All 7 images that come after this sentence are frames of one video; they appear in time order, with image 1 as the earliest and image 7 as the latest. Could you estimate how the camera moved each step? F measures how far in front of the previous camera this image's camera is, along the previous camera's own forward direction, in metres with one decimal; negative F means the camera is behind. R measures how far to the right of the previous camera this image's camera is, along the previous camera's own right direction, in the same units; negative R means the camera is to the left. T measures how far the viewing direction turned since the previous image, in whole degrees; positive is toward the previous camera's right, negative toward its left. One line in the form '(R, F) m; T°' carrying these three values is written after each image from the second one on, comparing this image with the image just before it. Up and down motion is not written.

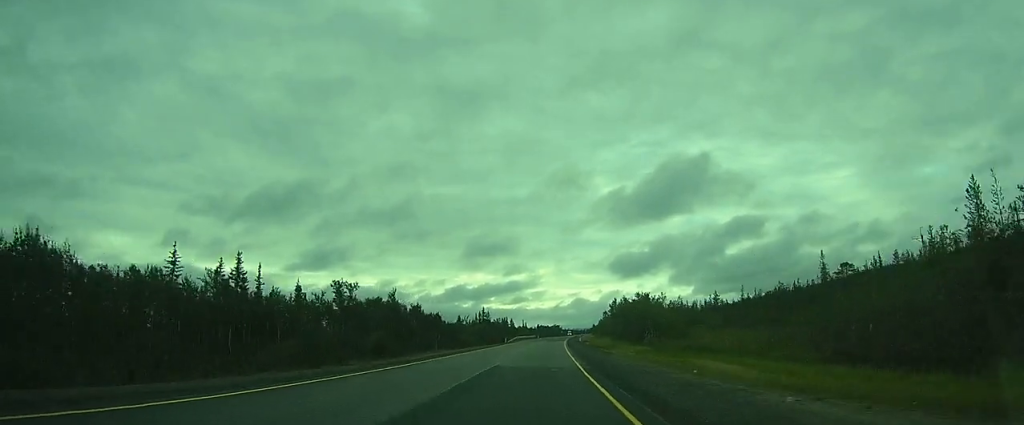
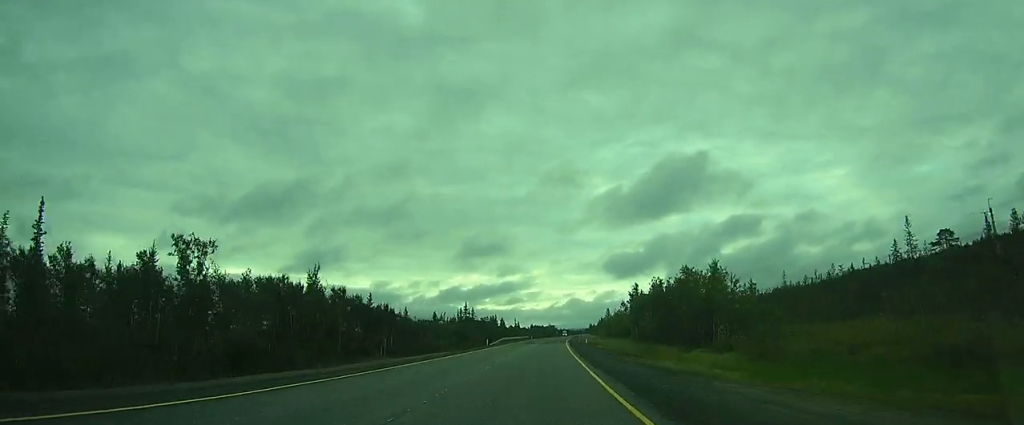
(+0.2, +23.6) m; +1°
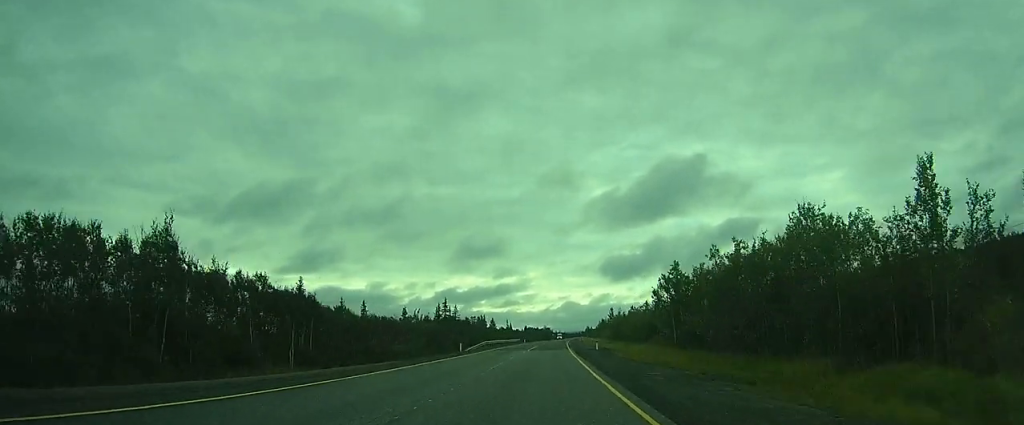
(+0.1, +19.6) m; 0°
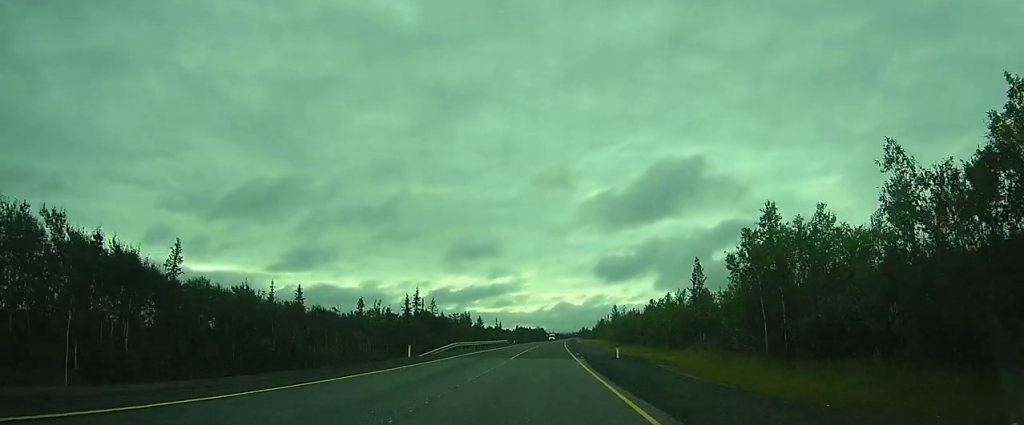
(0.0, +18.0) m; 0°
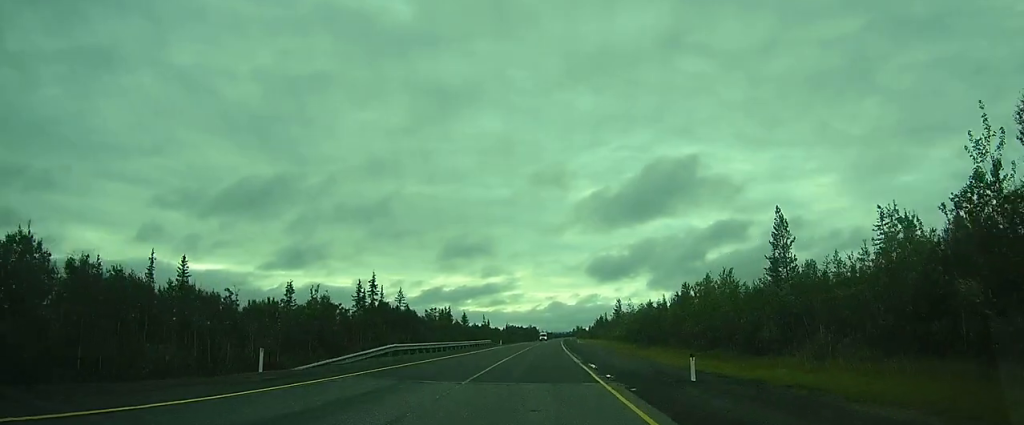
(0.0, +17.9) m; 0°
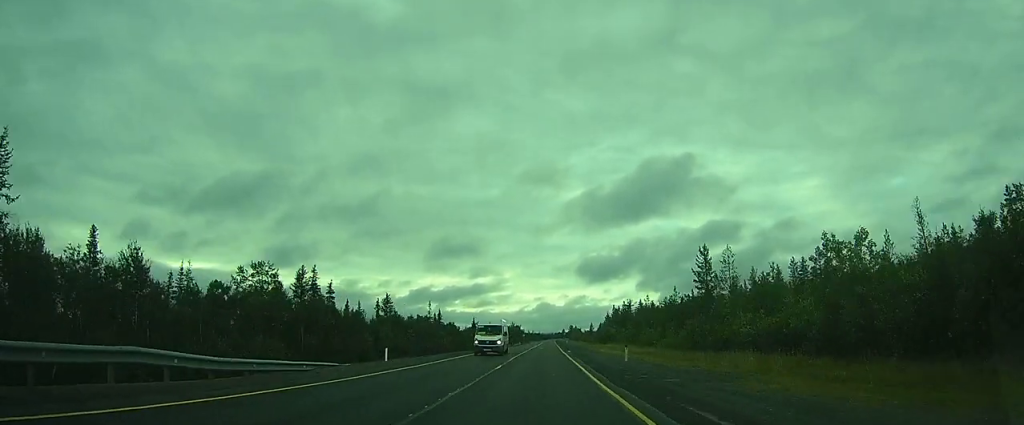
(+0.8, +62.1) m; +2°
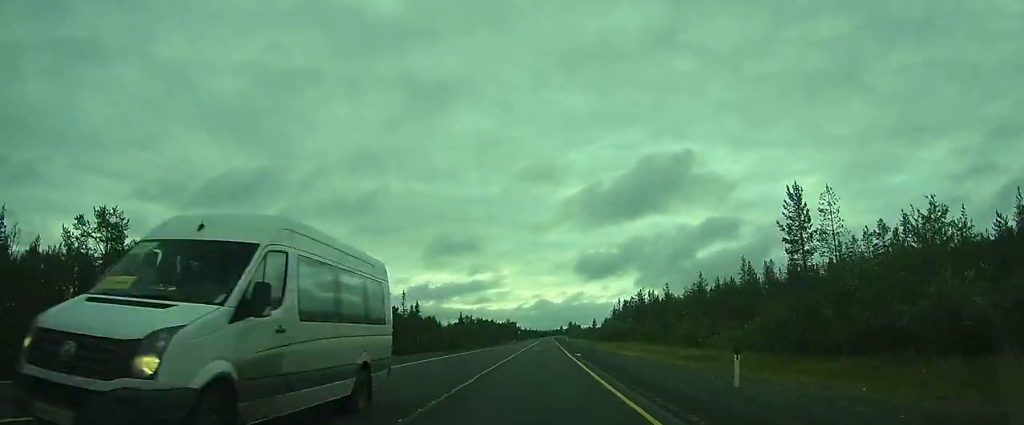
(+0.1, +17.0) m; +1°
